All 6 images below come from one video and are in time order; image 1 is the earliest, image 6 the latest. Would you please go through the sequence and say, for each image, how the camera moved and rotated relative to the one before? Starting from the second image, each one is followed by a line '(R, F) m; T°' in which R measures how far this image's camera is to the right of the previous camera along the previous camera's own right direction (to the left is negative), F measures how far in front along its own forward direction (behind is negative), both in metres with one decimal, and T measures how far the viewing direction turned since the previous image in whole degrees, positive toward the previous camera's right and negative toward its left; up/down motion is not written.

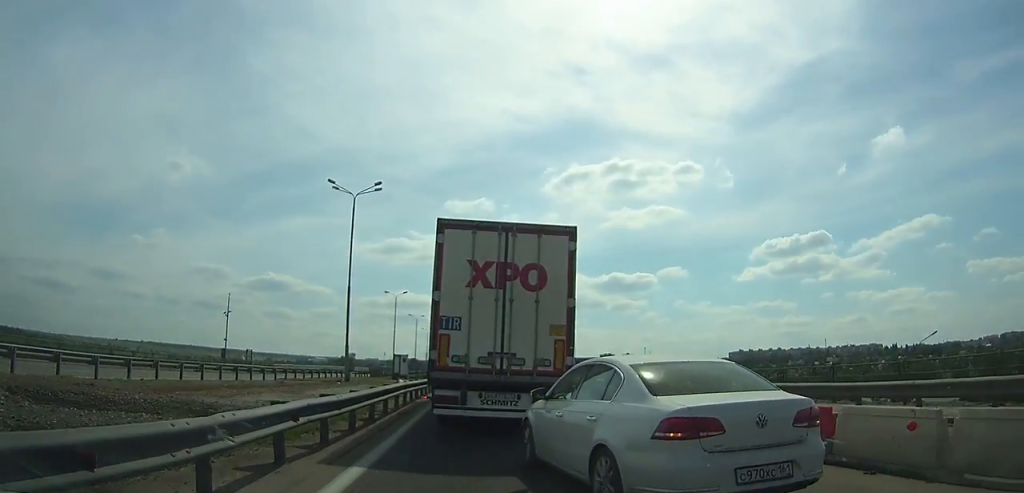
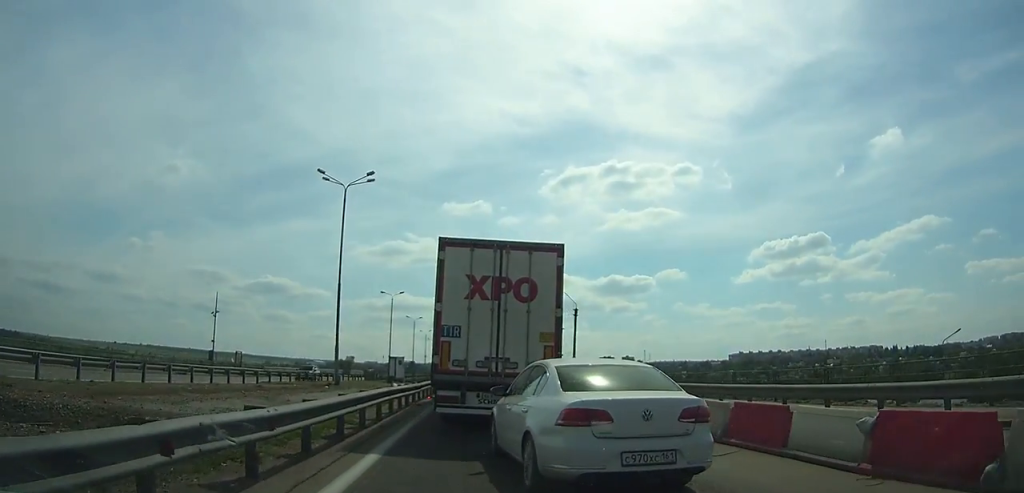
(0.0, +3.1) m; -1°
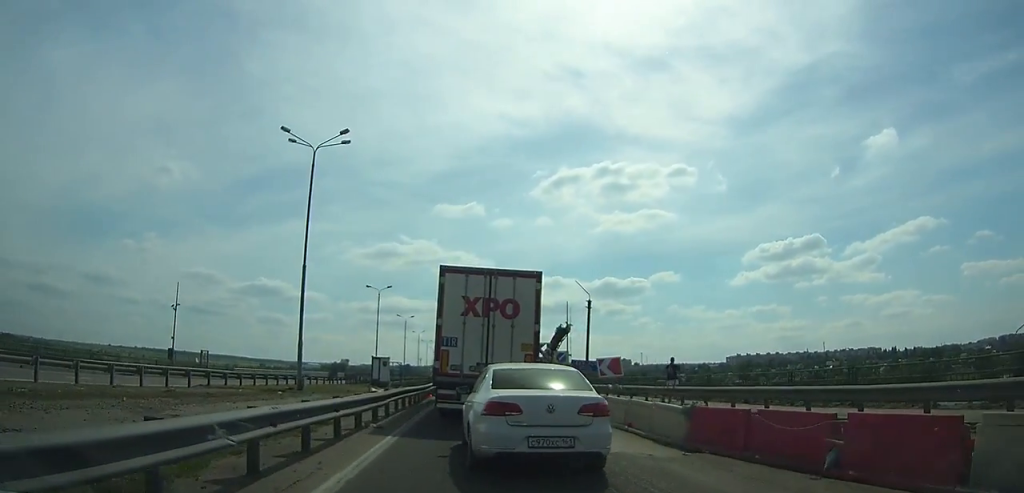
(-0.1, +7.4) m; 0°
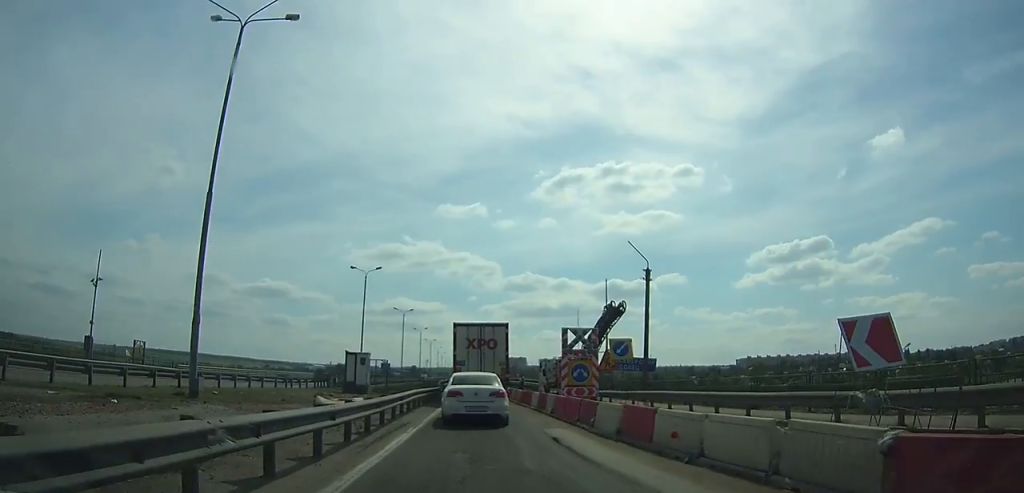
(0.0, +13.1) m; 0°
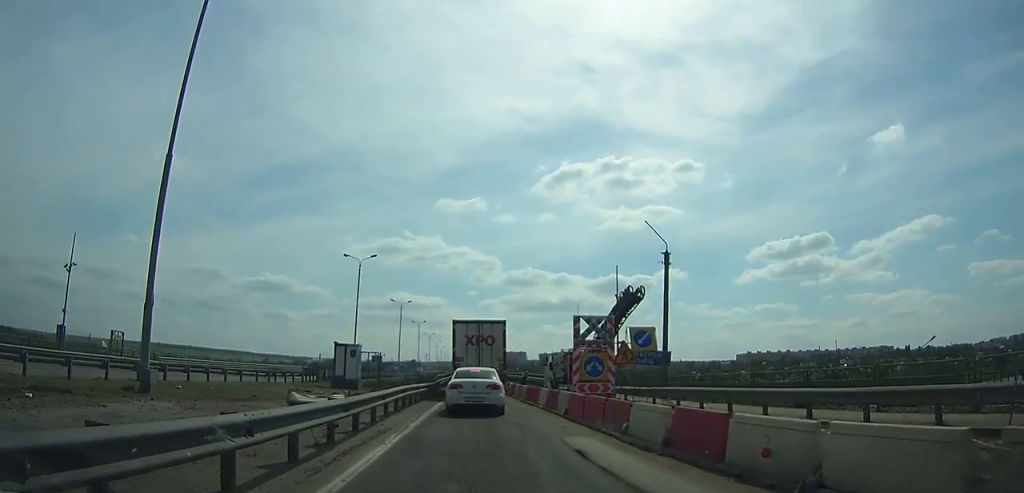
(0.0, +2.7) m; 0°
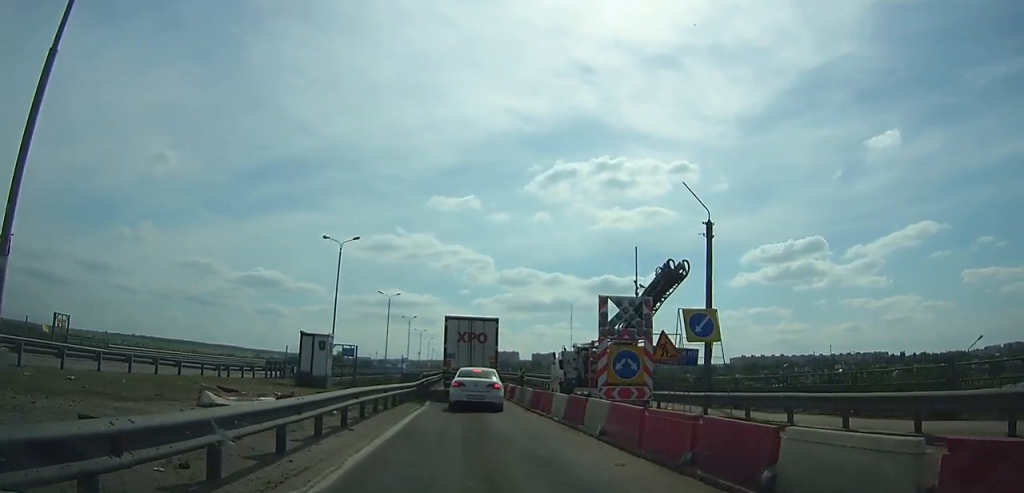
(0.0, +5.4) m; +1°
